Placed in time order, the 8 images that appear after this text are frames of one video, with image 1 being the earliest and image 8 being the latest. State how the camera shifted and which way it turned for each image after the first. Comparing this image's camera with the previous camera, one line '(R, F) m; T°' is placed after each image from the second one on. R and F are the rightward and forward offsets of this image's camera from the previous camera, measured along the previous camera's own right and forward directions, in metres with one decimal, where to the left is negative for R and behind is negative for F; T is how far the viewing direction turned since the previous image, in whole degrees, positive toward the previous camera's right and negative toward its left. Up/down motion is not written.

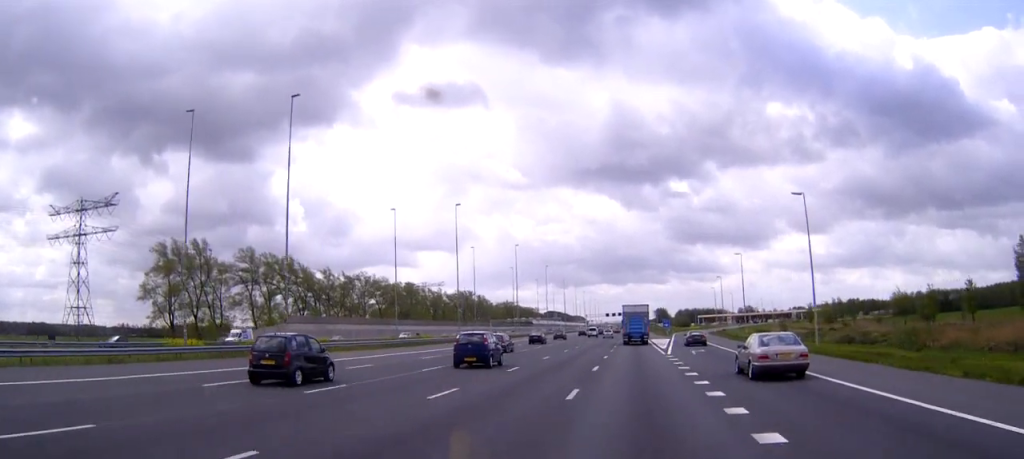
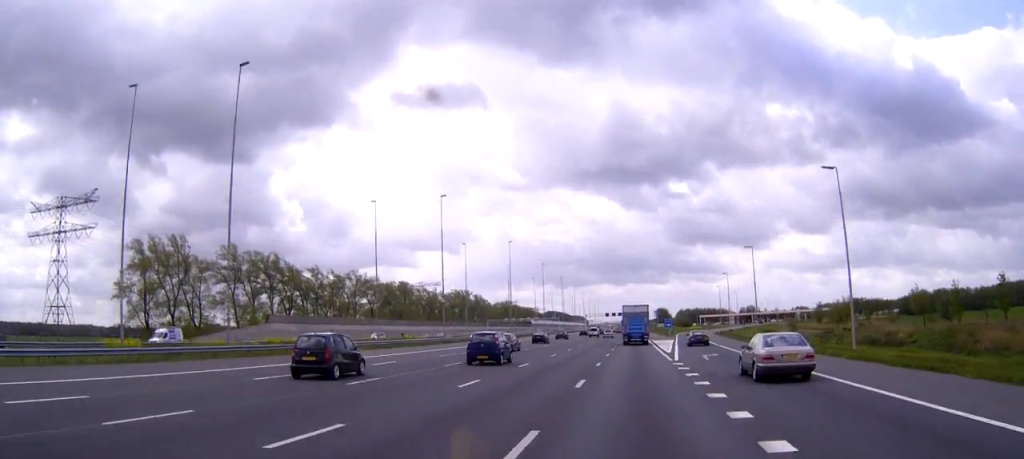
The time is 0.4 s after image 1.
(0.0, +8.5) m; 0°
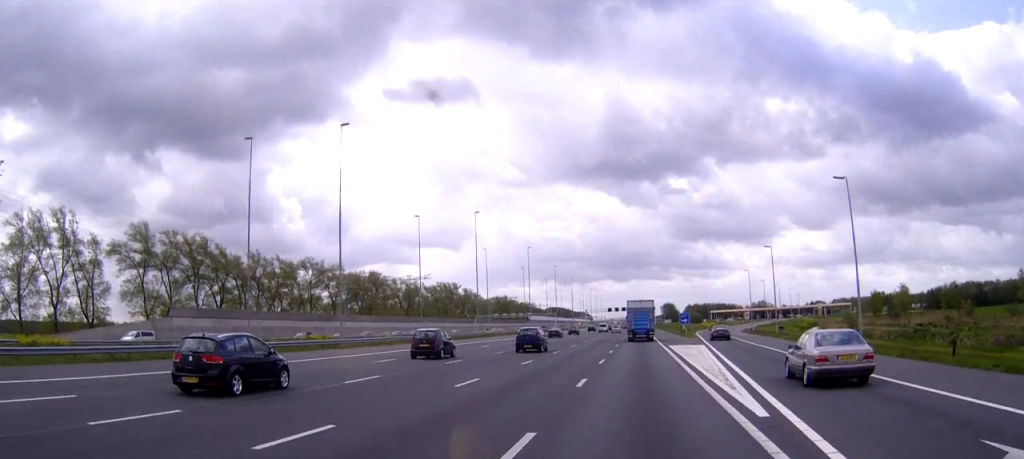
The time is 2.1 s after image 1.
(0.0, +36.4) m; 0°
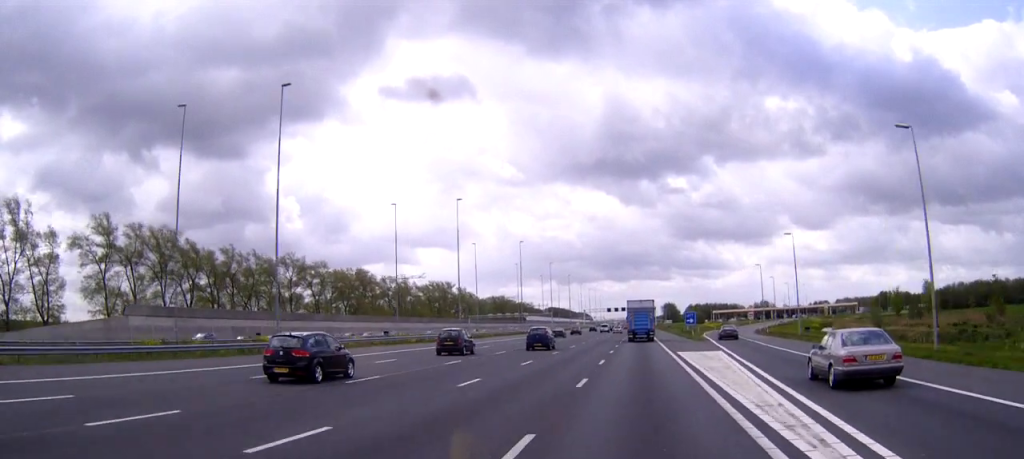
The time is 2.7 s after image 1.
(0.0, +12.1) m; 0°
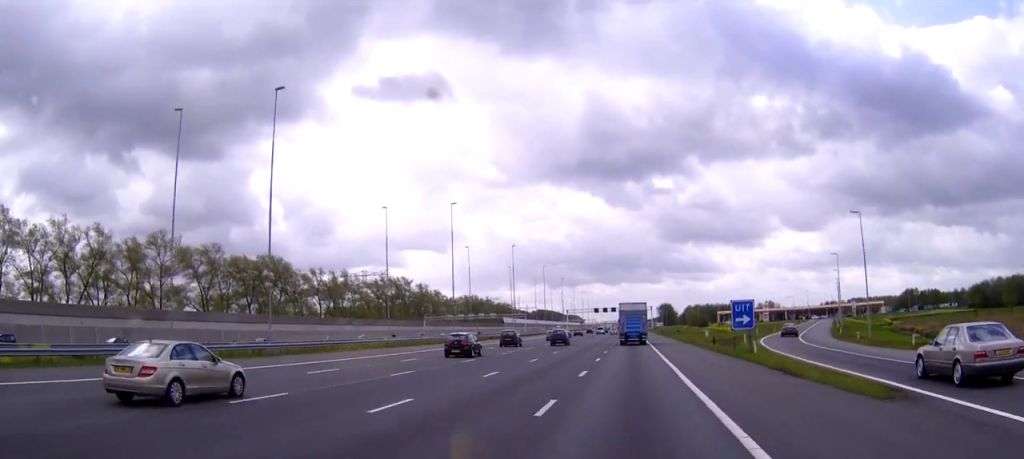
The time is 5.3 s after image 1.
(0.0, +55.0) m; 0°
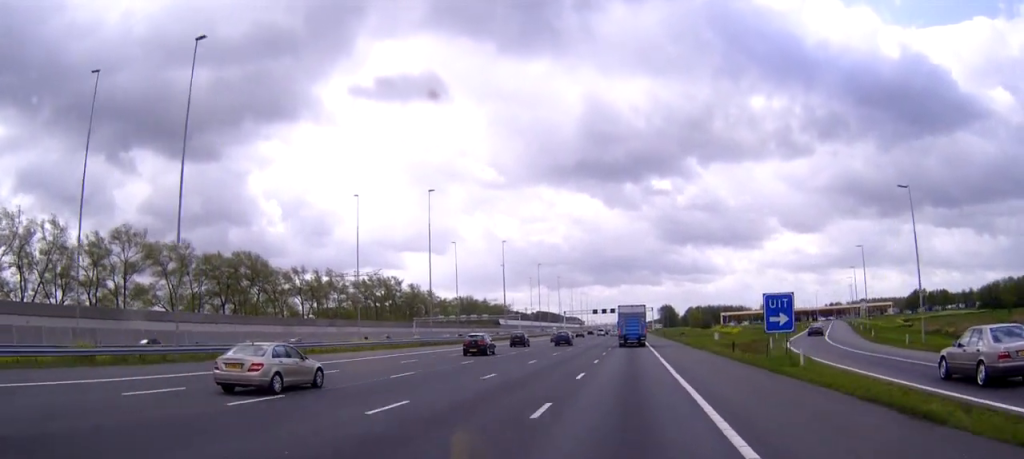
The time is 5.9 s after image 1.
(0.0, +11.9) m; 0°
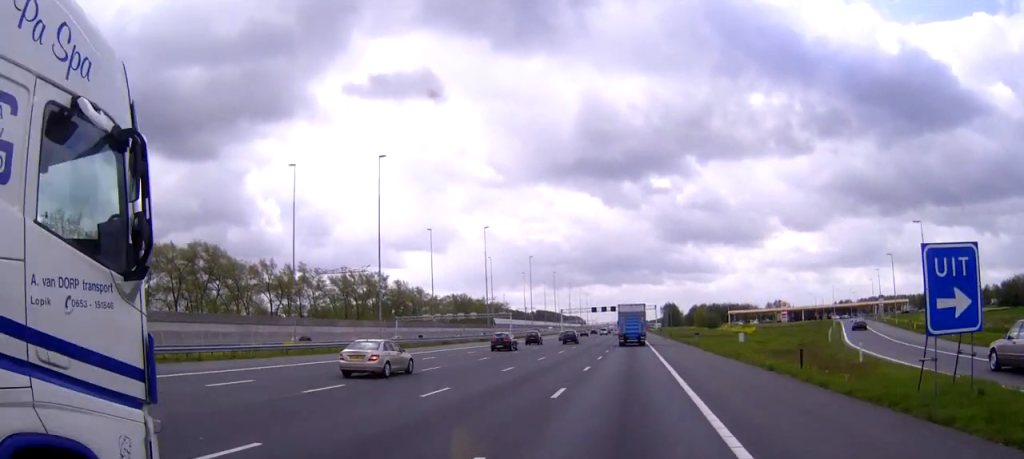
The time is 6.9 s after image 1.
(0.0, +19.6) m; 0°
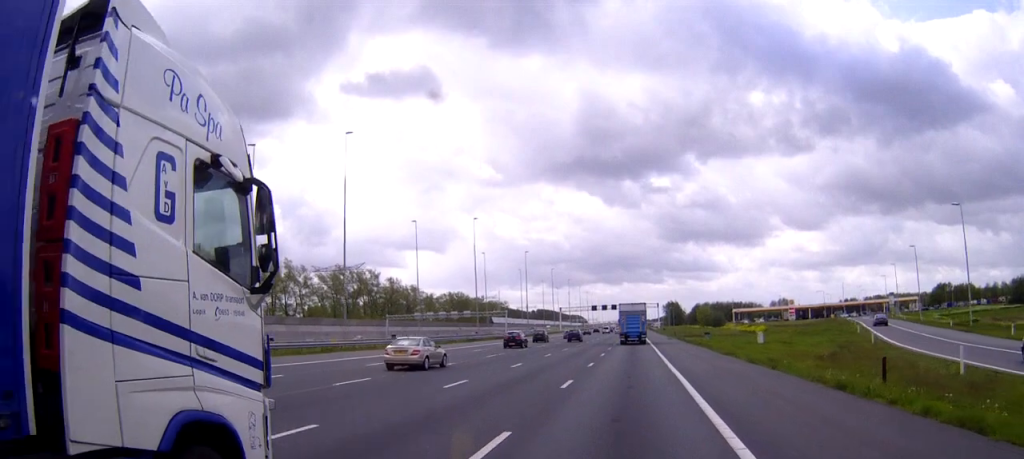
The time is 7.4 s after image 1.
(0.0, +9.7) m; 0°
